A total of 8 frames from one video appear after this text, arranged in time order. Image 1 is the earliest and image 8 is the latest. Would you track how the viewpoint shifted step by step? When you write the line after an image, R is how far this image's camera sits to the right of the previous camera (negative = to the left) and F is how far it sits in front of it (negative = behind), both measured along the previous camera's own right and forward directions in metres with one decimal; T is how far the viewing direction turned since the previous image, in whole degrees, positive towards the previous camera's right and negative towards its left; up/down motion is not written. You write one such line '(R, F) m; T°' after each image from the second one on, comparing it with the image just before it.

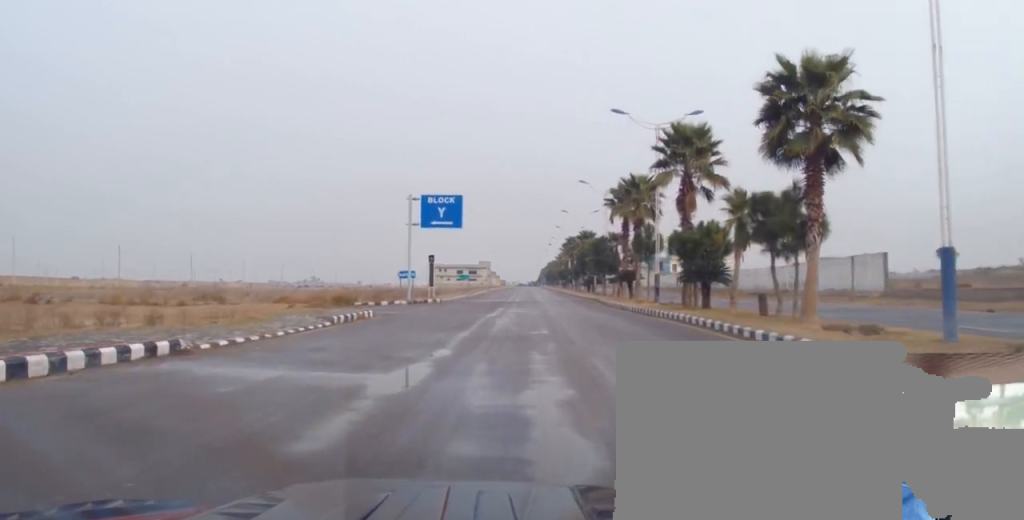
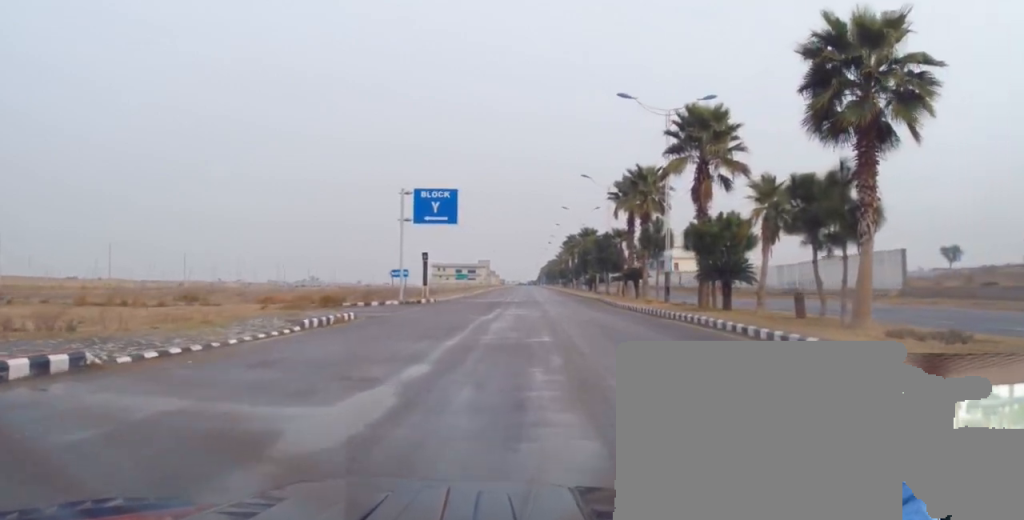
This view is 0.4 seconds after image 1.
(0.0, +3.2) m; -2°
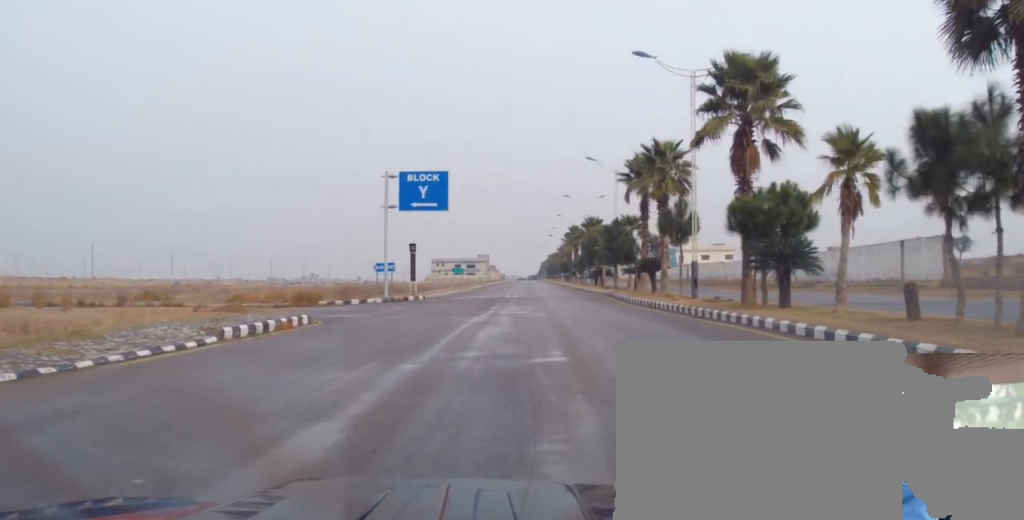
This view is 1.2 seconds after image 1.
(-0.4, +5.9) m; +2°
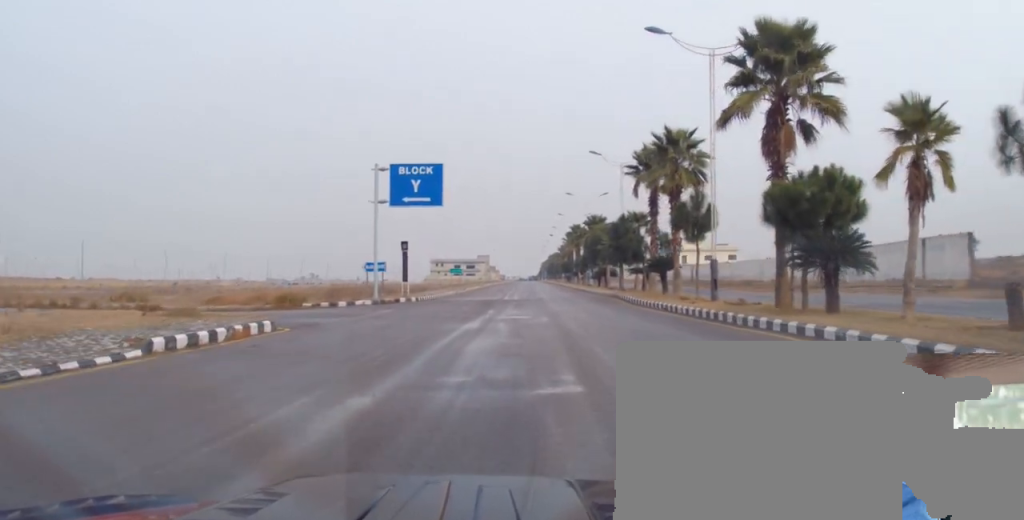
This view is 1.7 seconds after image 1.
(+0.1, +3.2) m; +1°
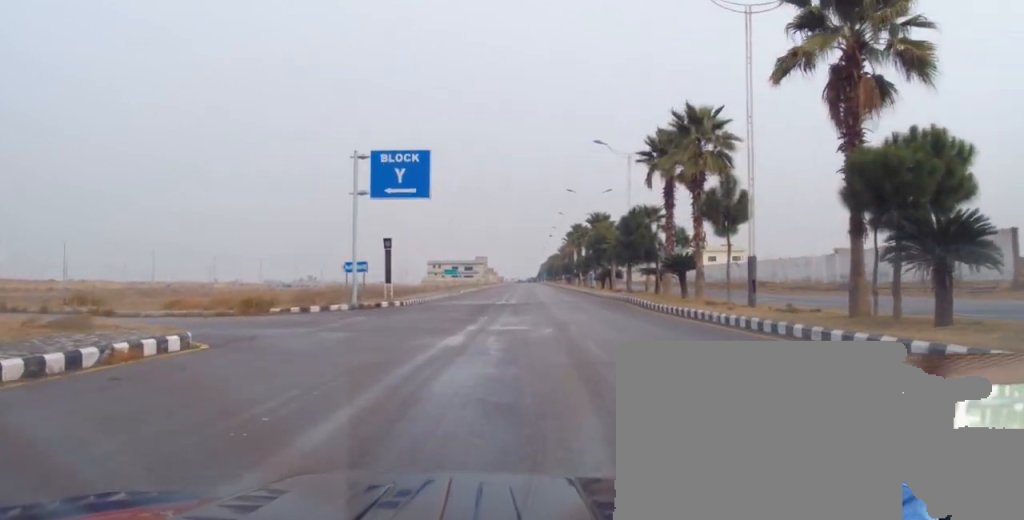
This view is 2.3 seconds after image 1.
(+0.4, +5.0) m; +2°
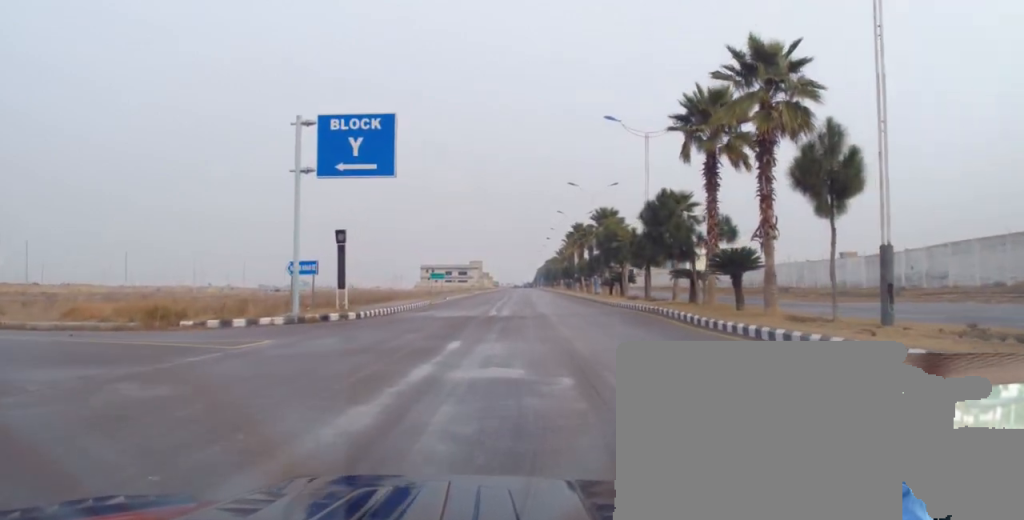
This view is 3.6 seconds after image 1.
(-0.5, +9.2) m; -6°
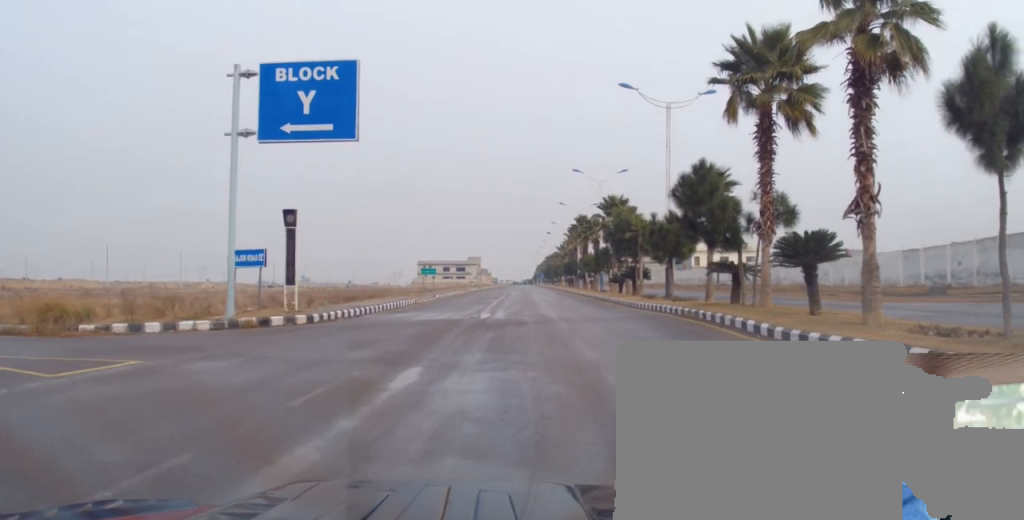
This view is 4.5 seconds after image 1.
(-0.4, +6.6) m; +3°
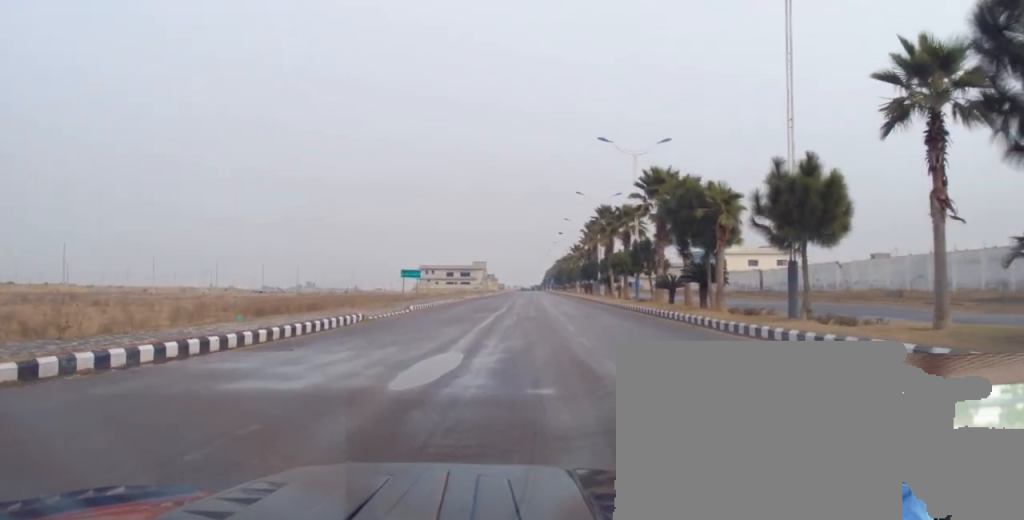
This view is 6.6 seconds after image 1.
(+0.7, +15.8) m; 0°
